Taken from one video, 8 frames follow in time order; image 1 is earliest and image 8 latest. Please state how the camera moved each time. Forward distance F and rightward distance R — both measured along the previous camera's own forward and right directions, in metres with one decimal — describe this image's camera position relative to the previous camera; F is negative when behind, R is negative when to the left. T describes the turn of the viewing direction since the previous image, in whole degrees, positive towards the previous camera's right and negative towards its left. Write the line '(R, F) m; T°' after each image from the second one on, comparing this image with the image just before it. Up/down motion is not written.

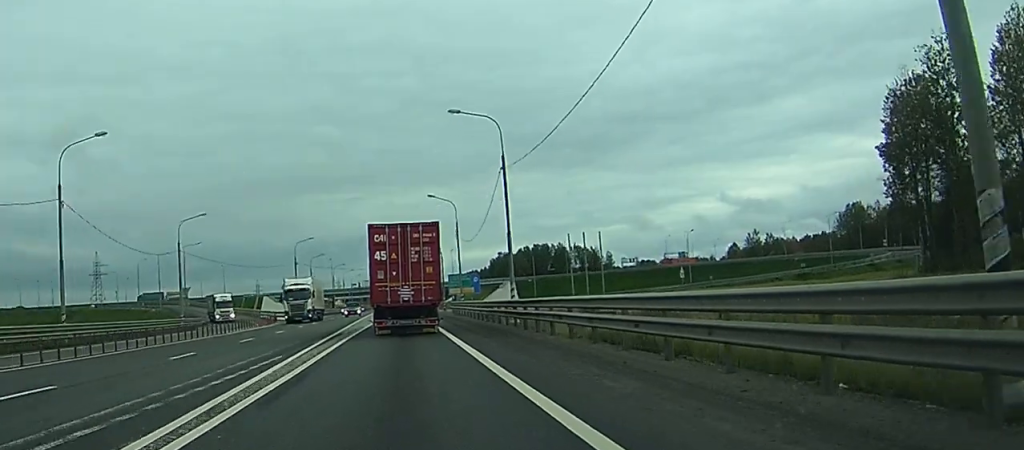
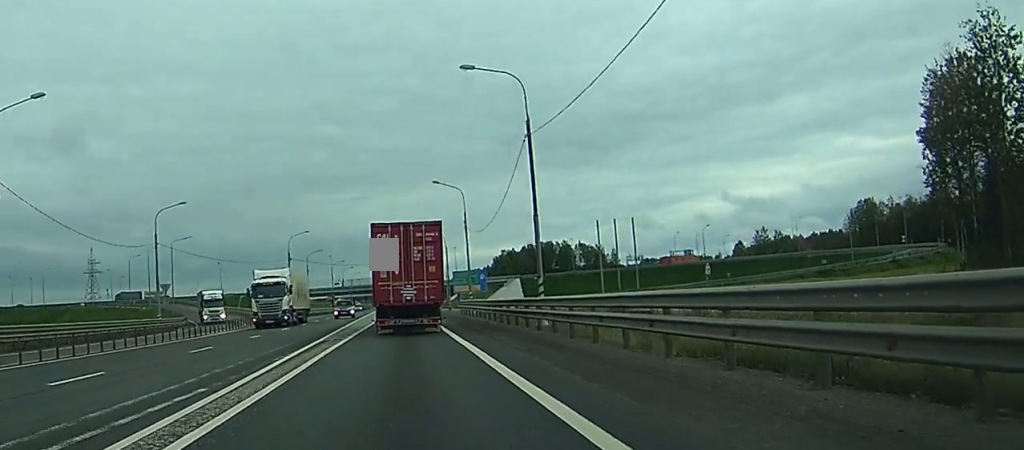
(0.0, +8.9) m; 0°
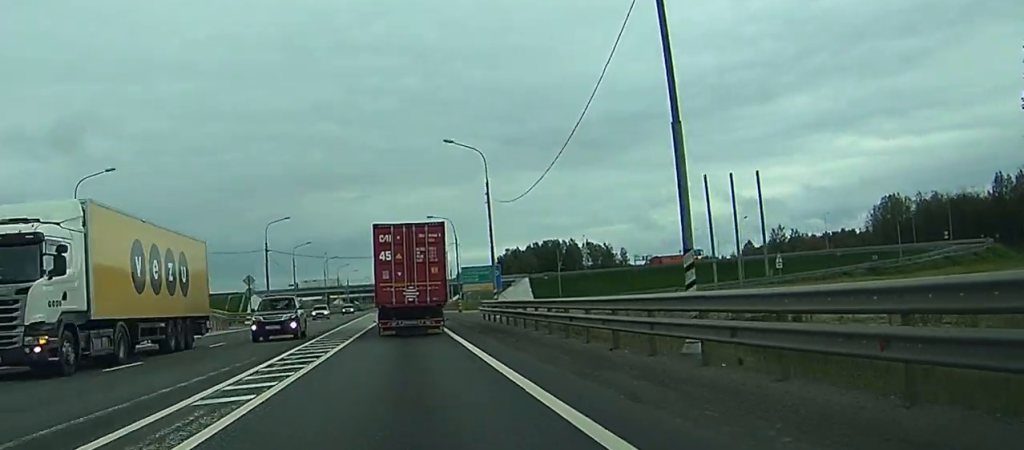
(0.0, +20.1) m; 0°
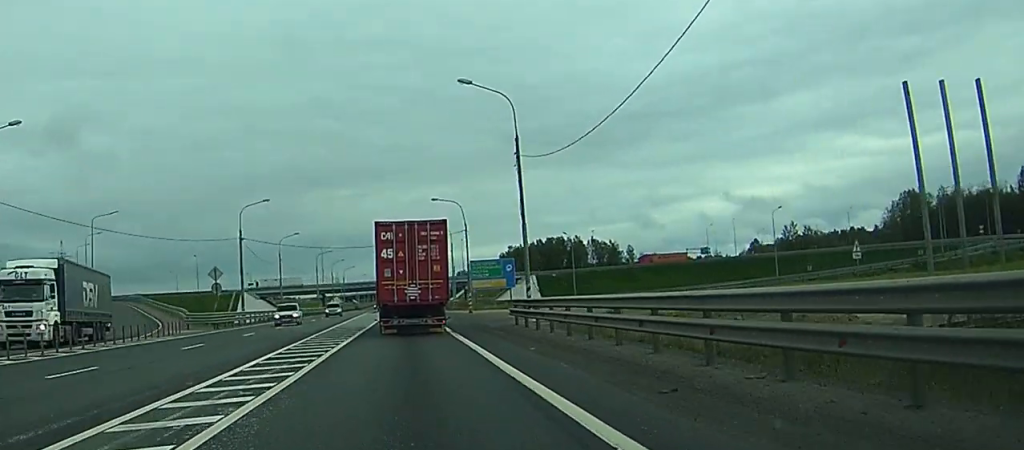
(-0.1, +15.3) m; 0°
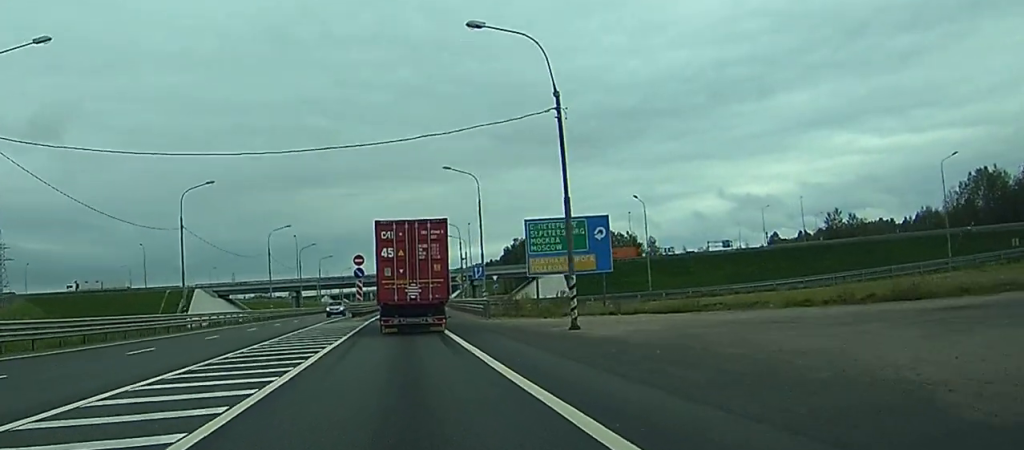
(-0.5, +52.0) m; 0°
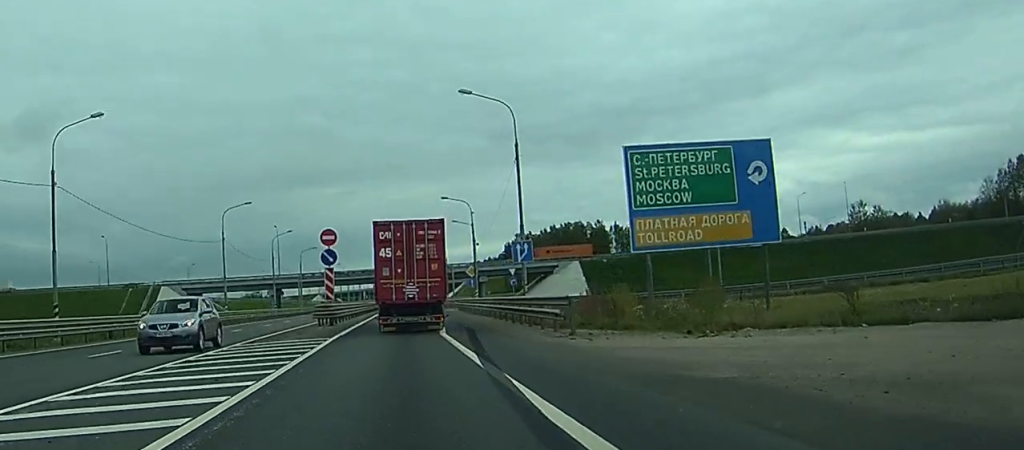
(+0.5, +25.4) m; +1°
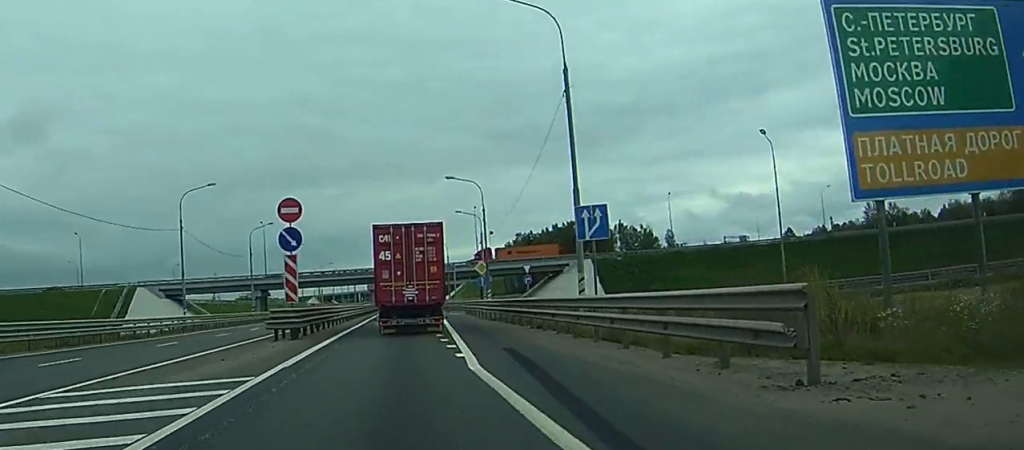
(-0.1, +14.7) m; 0°
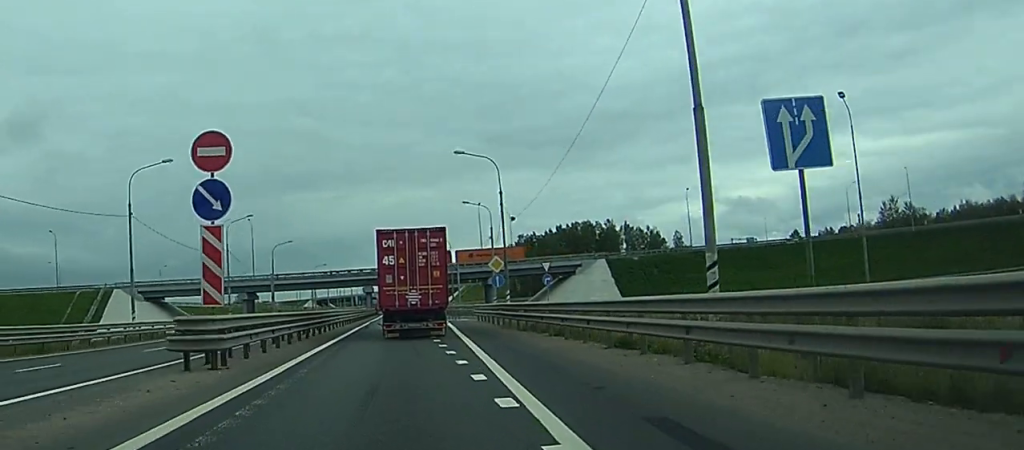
(0.0, +12.8) m; 0°
